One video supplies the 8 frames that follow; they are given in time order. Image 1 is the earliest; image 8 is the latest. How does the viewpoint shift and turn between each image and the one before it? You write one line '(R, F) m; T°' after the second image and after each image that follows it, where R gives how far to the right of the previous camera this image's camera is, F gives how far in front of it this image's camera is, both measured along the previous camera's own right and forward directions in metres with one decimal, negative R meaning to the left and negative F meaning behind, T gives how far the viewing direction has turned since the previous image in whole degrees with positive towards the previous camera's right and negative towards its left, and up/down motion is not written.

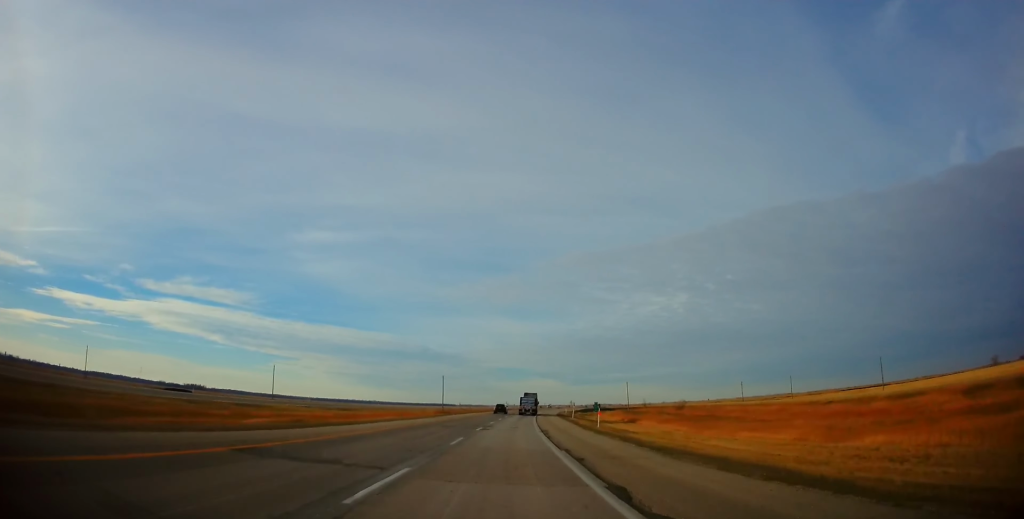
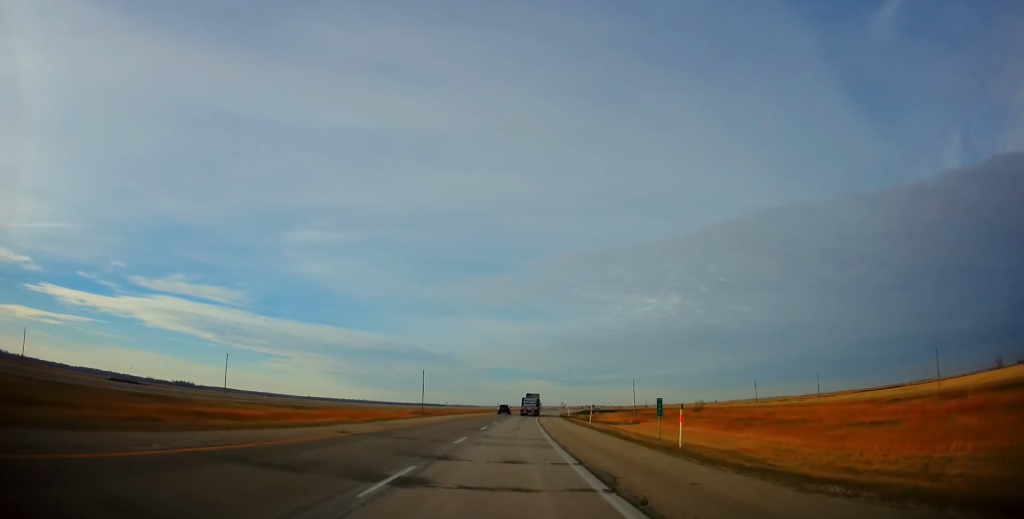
(-0.1, +23.8) m; 0°
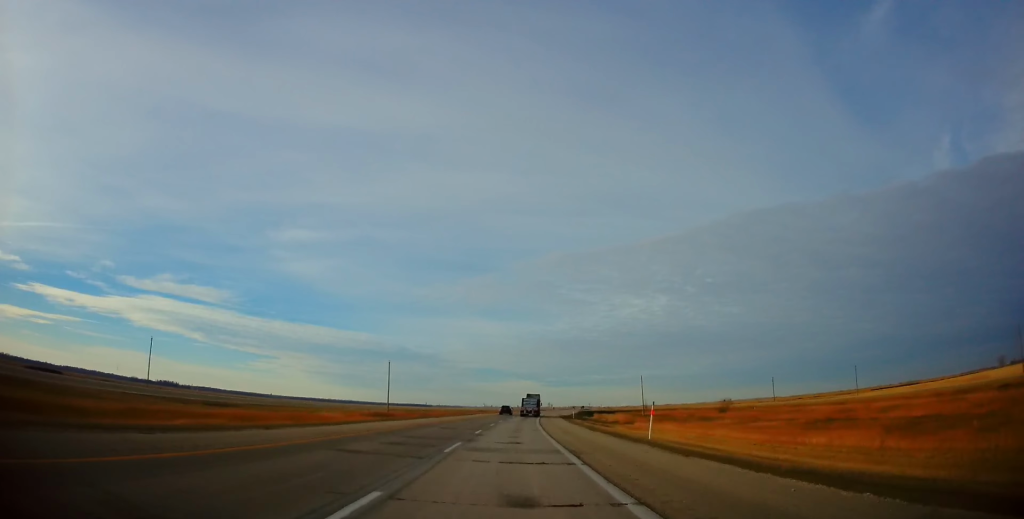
(+0.3, +28.0) m; +2°
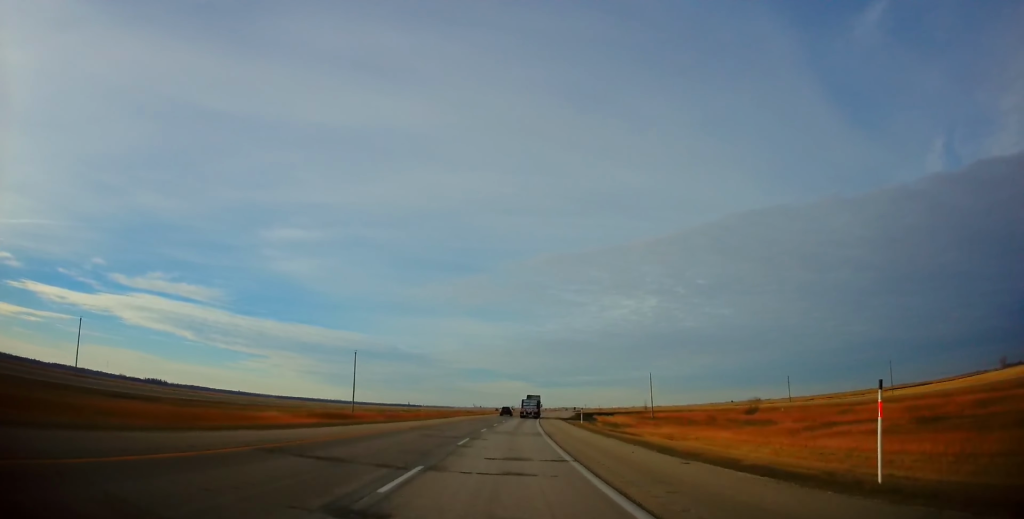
(+0.2, +19.7) m; +1°
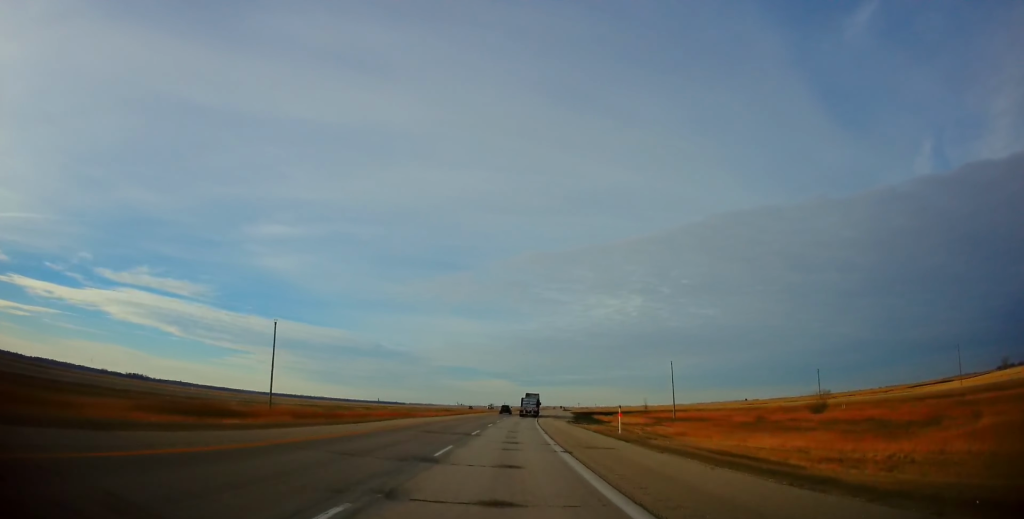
(+0.4, +29.8) m; +2°
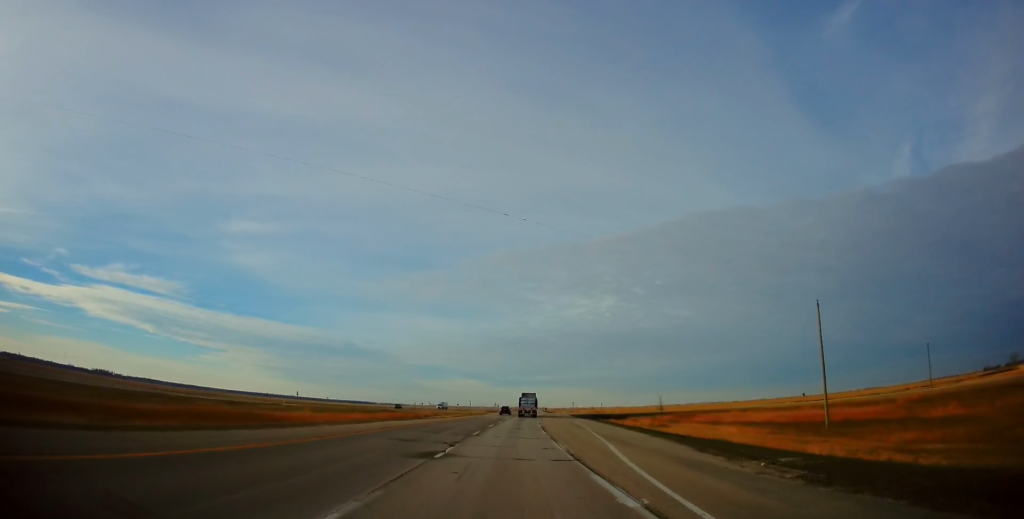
(+2.0, +61.0) m; +3°
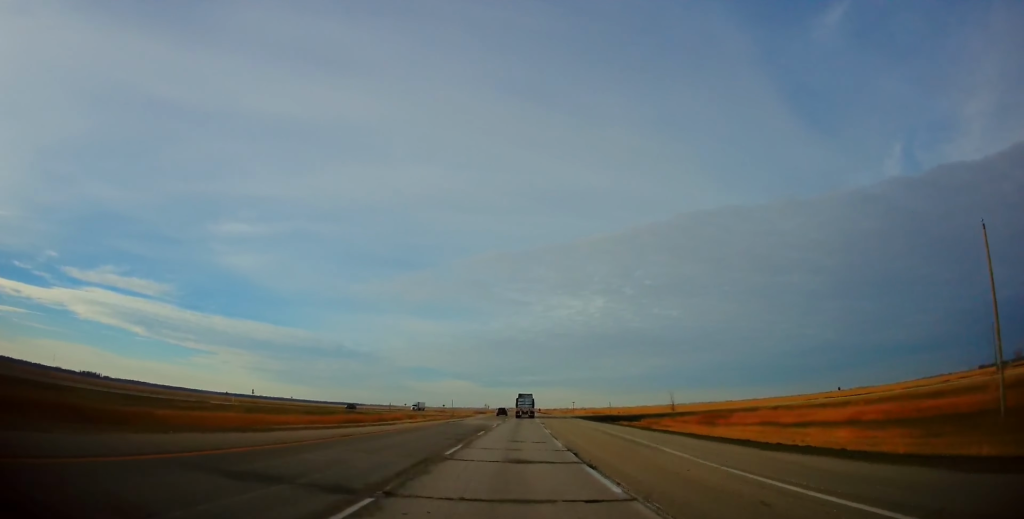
(+0.1, +23.1) m; 0°
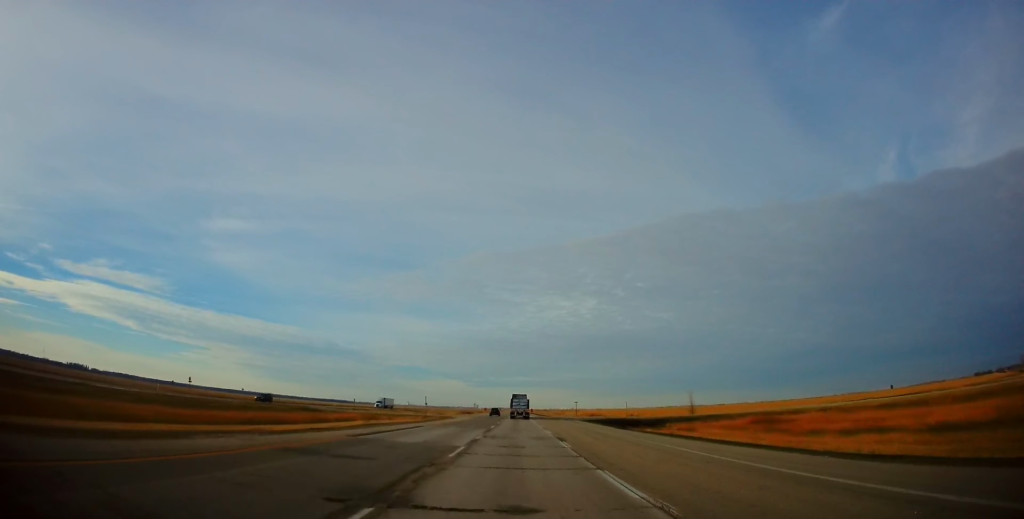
(+0.1, +25.1) m; +1°
